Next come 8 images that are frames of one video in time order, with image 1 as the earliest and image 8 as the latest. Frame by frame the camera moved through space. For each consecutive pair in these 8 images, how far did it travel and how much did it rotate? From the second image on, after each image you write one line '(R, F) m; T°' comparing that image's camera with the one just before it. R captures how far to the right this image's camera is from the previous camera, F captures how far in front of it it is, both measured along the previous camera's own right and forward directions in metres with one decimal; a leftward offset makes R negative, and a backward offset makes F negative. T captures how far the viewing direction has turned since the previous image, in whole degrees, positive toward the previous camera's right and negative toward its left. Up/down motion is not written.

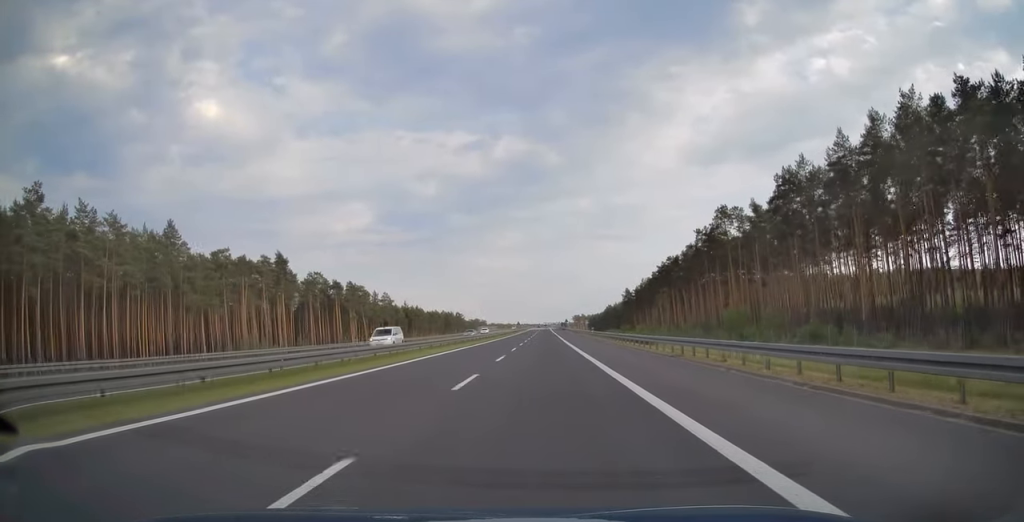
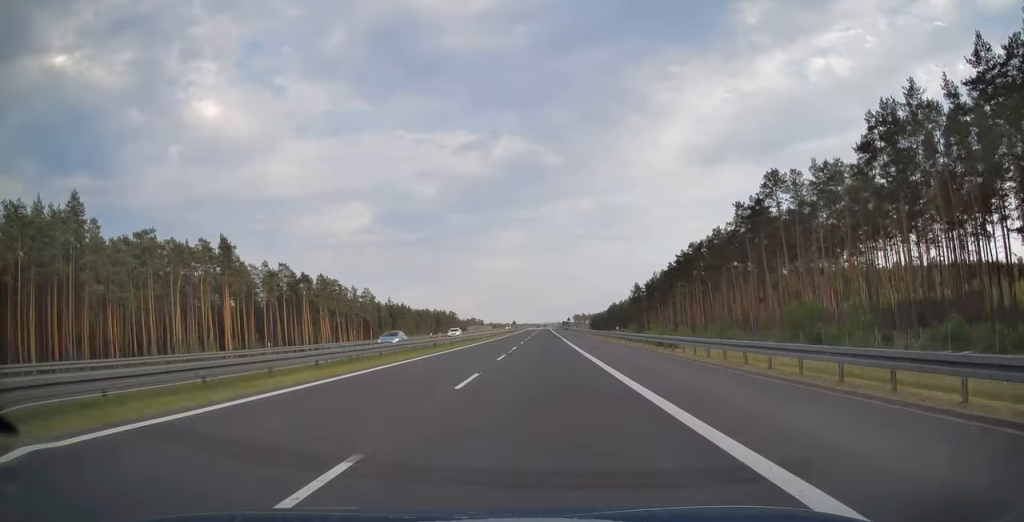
(-0.1, +23.9) m; 0°
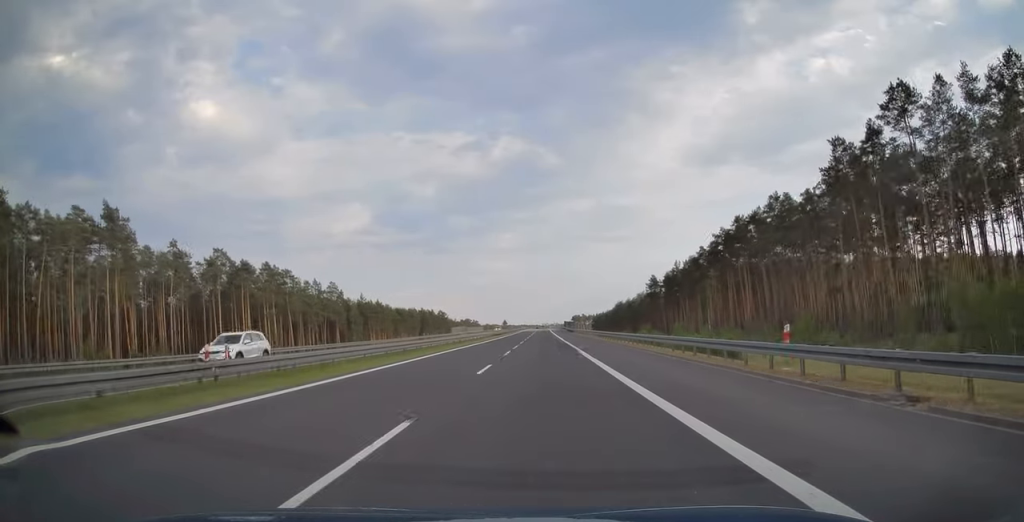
(+0.1, +32.1) m; 0°
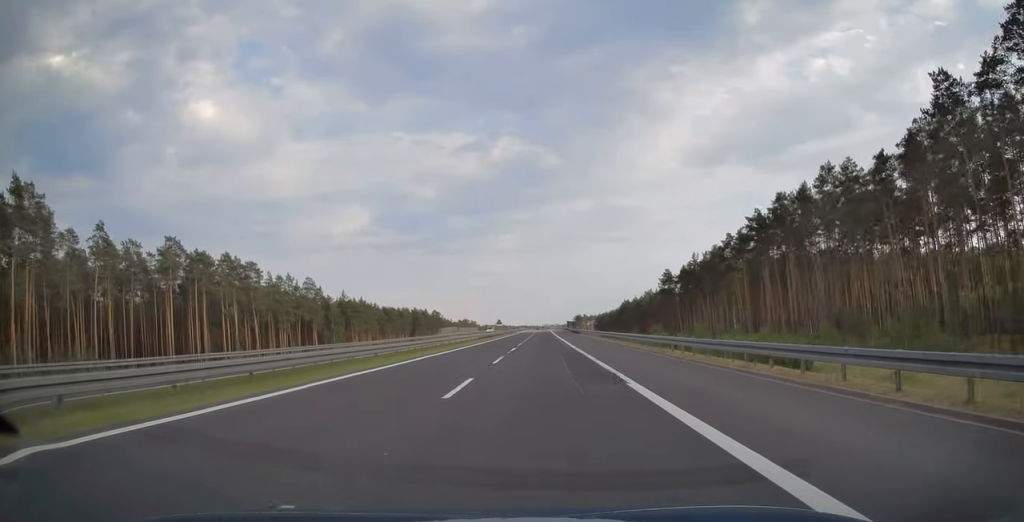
(-0.1, +17.9) m; 0°
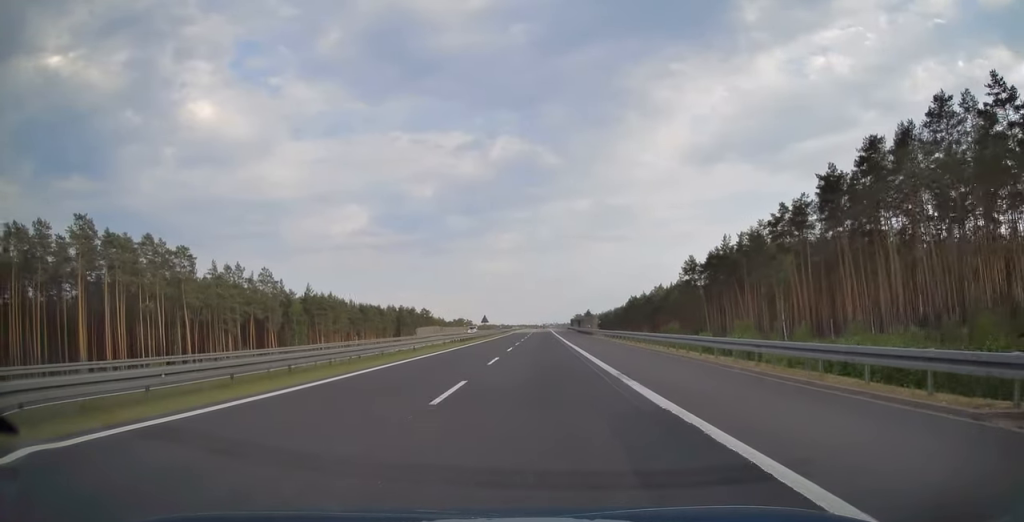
(0.0, +25.0) m; 0°
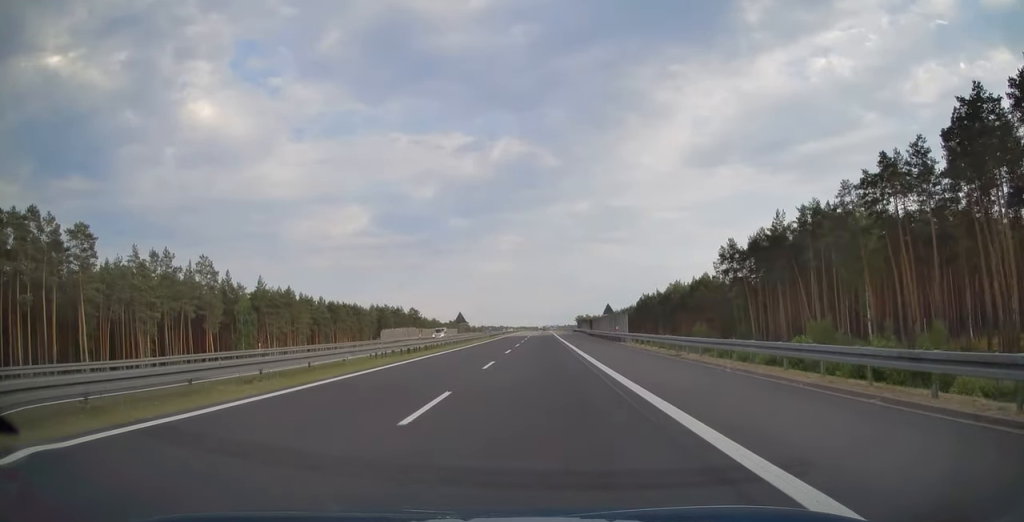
(0.0, +26.1) m; 0°
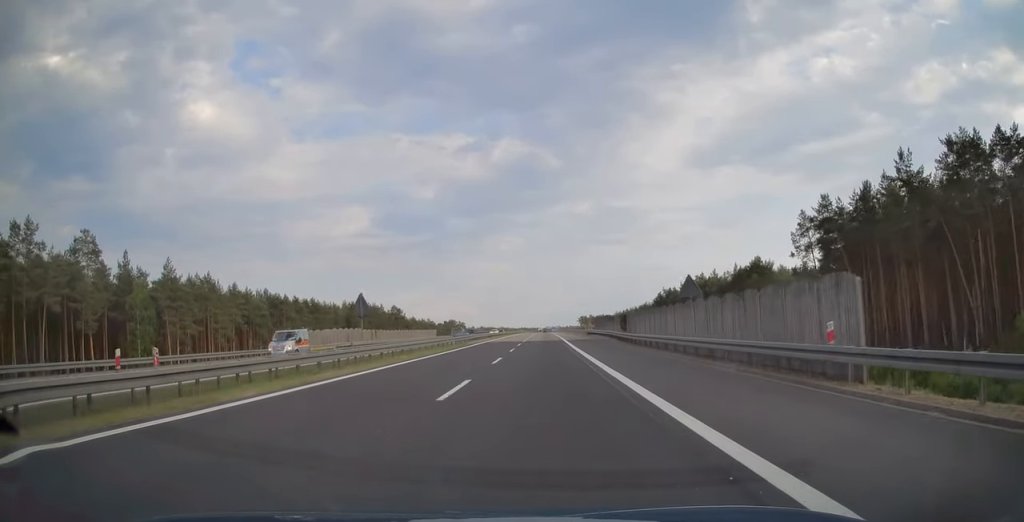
(+0.1, +33.2) m; 0°
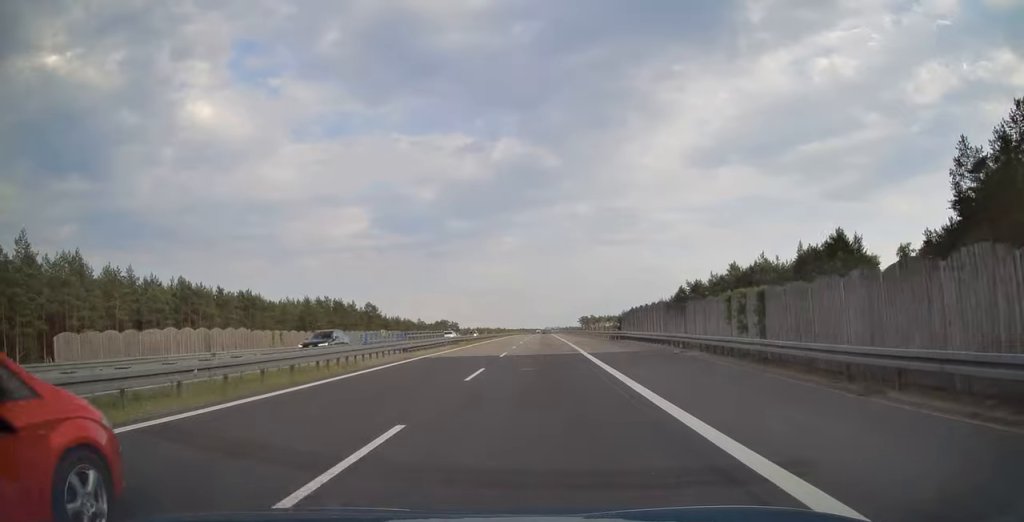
(-0.1, +31.5) m; 0°
